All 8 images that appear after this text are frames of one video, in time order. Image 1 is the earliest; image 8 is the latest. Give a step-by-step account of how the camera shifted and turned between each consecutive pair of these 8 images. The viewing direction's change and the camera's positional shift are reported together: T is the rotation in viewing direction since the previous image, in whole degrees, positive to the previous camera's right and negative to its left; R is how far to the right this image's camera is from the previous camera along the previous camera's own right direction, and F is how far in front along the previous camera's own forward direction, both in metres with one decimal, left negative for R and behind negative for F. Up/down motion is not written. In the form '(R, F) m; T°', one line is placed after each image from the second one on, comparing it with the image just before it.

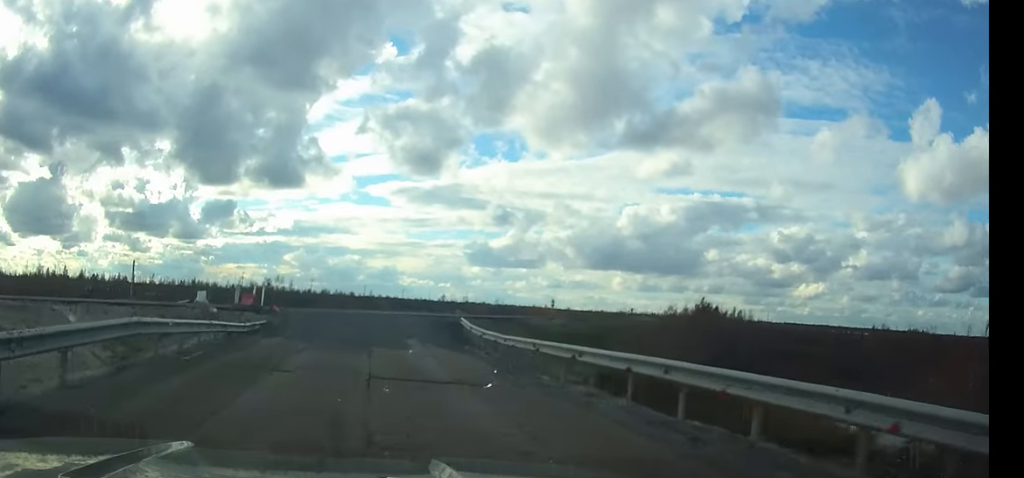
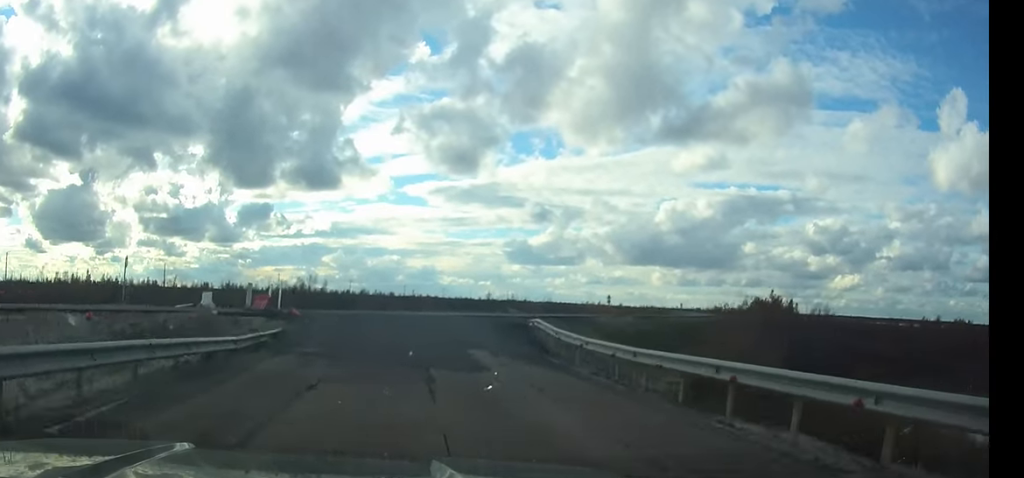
(-0.2, +7.5) m; +1°
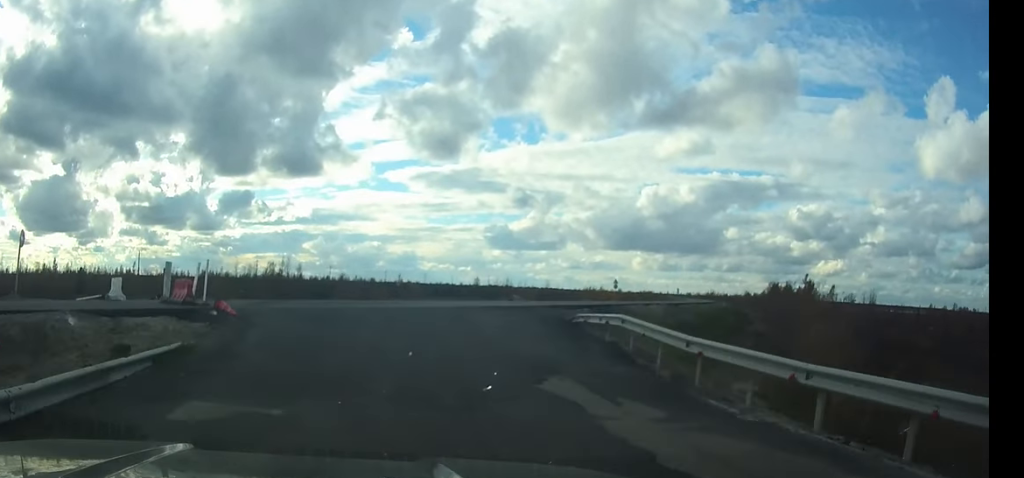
(+0.2, +9.7) m; +5°
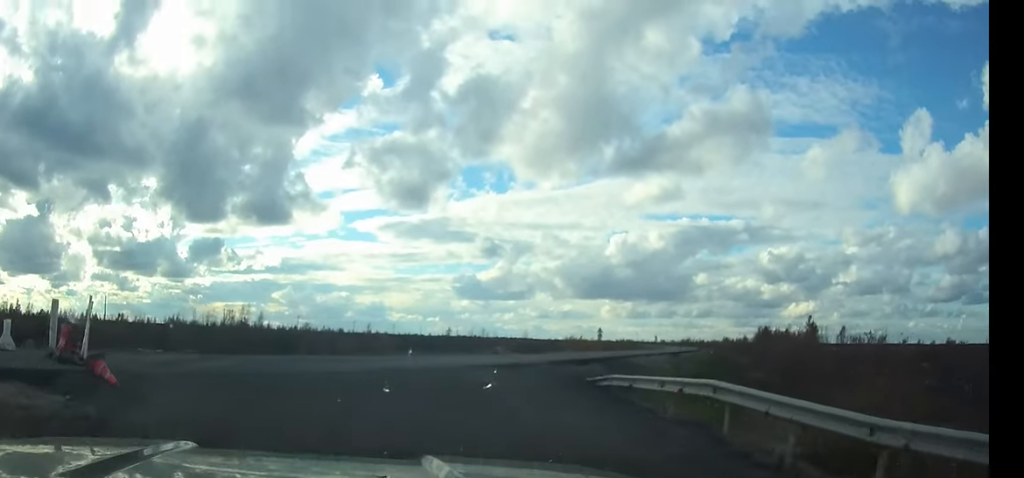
(-0.2, +5.7) m; +4°
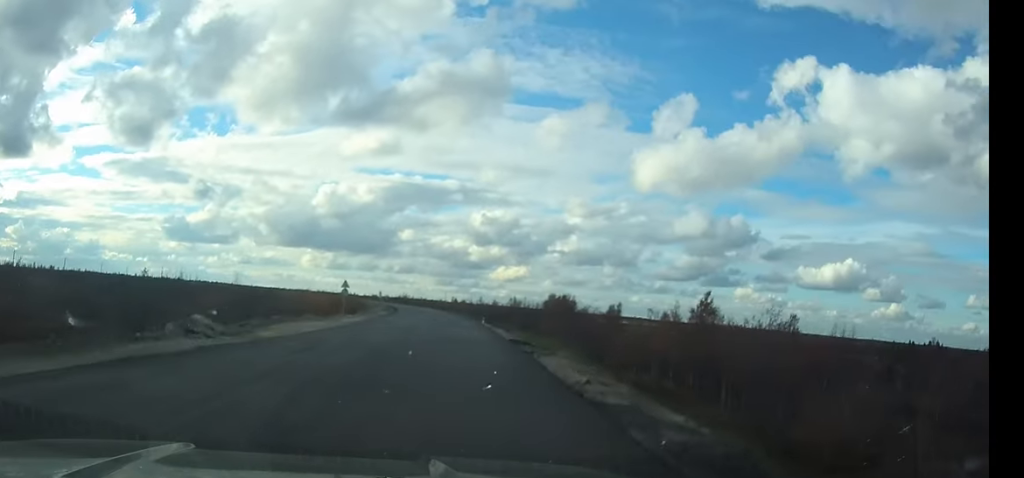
(+6.5, +26.0) m; +23°
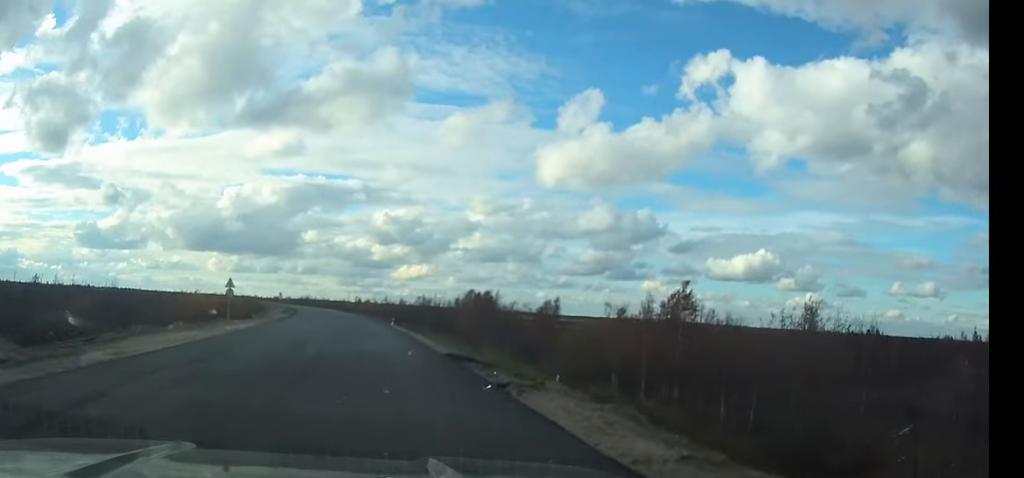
(+0.5, +10.6) m; +3°
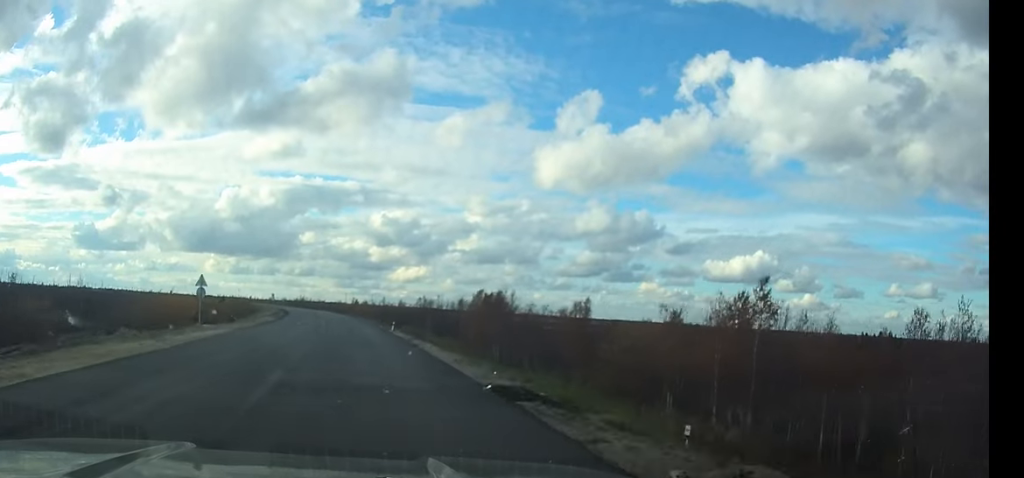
(+0.2, +7.4) m; +1°
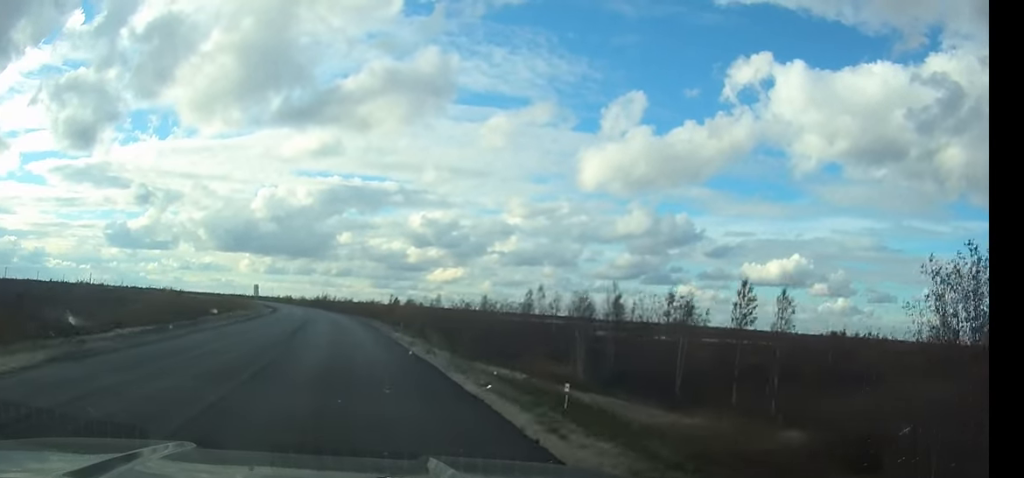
(-0.9, +58.5) m; -3°
